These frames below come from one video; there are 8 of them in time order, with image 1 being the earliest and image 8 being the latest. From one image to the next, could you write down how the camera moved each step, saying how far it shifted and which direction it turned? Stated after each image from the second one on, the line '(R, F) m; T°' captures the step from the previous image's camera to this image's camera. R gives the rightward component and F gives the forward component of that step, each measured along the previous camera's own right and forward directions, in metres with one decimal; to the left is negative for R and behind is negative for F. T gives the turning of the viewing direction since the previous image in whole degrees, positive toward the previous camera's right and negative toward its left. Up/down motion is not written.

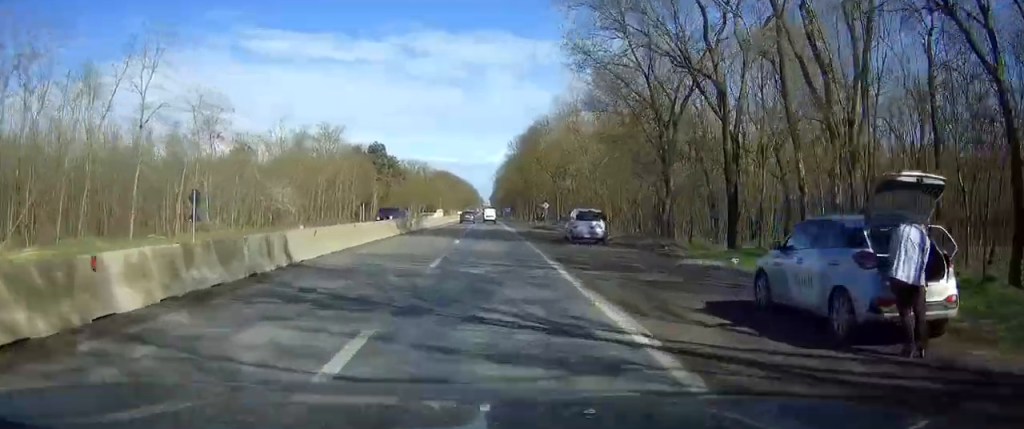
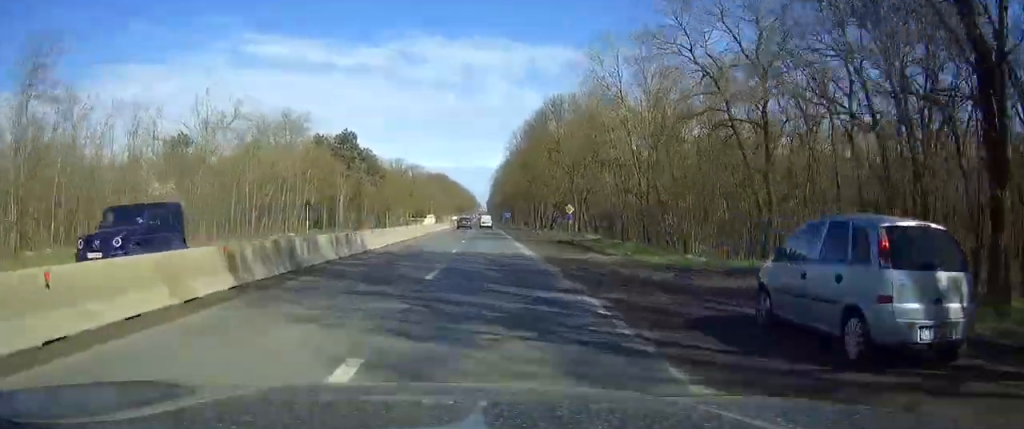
(0.0, +25.0) m; 0°
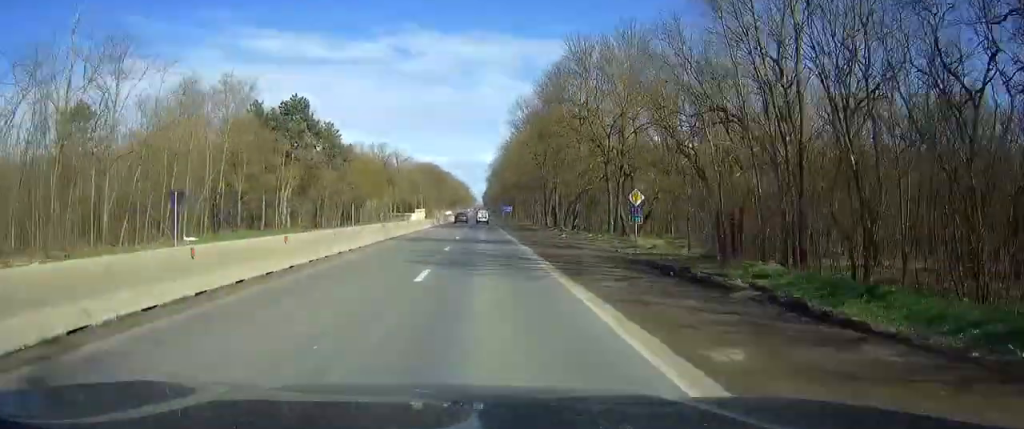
(0.0, +25.2) m; 0°
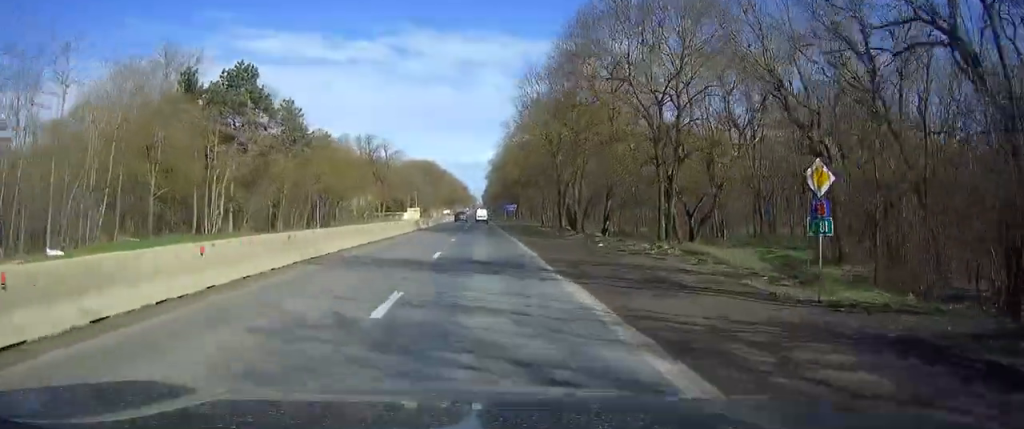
(0.0, +17.3) m; 0°
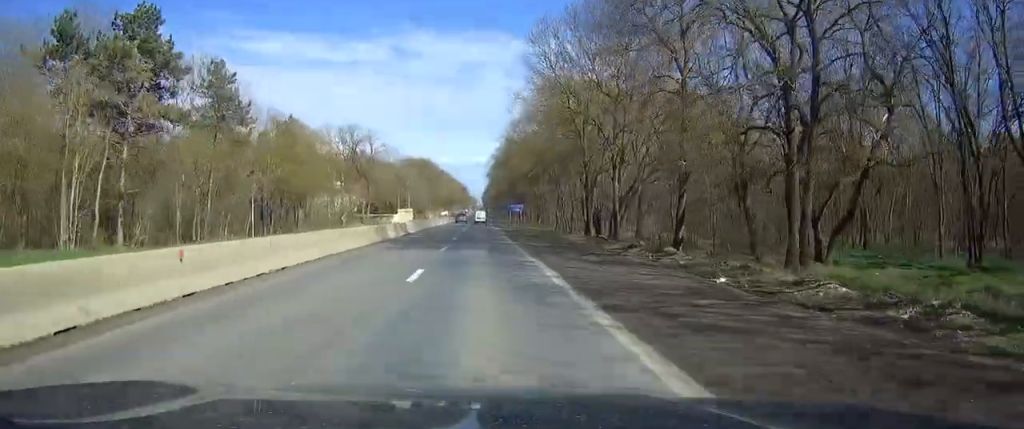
(0.0, +18.6) m; 0°
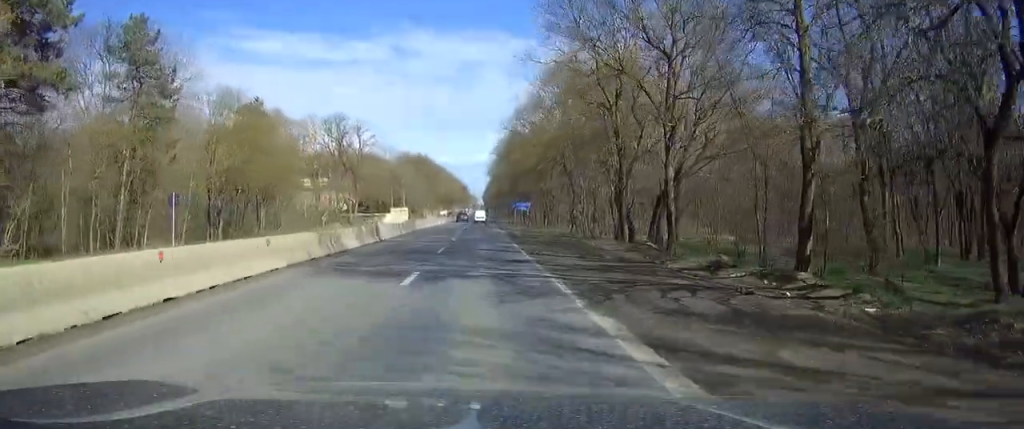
(0.0, +12.6) m; 0°
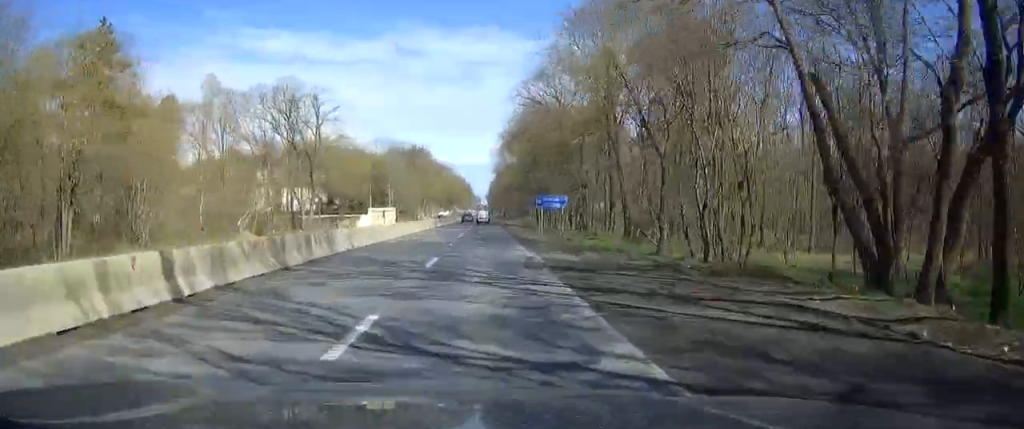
(-0.1, +31.0) m; 0°
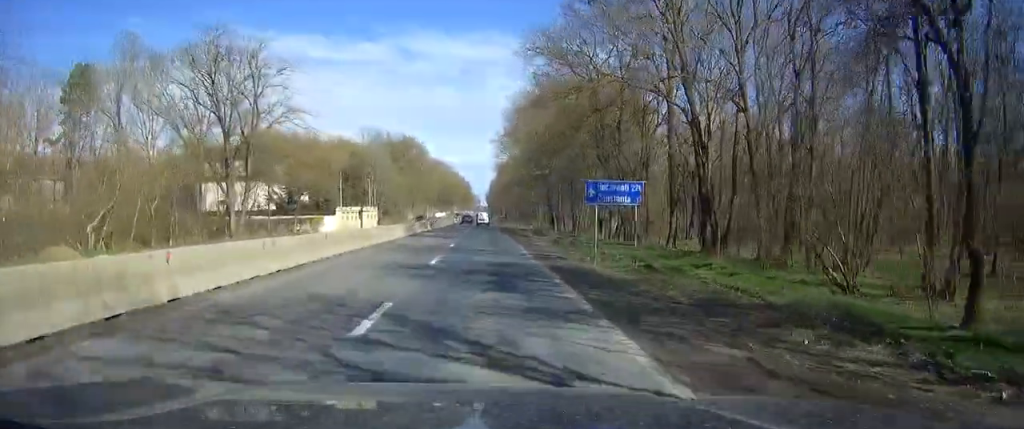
(+0.1, +22.8) m; 0°
